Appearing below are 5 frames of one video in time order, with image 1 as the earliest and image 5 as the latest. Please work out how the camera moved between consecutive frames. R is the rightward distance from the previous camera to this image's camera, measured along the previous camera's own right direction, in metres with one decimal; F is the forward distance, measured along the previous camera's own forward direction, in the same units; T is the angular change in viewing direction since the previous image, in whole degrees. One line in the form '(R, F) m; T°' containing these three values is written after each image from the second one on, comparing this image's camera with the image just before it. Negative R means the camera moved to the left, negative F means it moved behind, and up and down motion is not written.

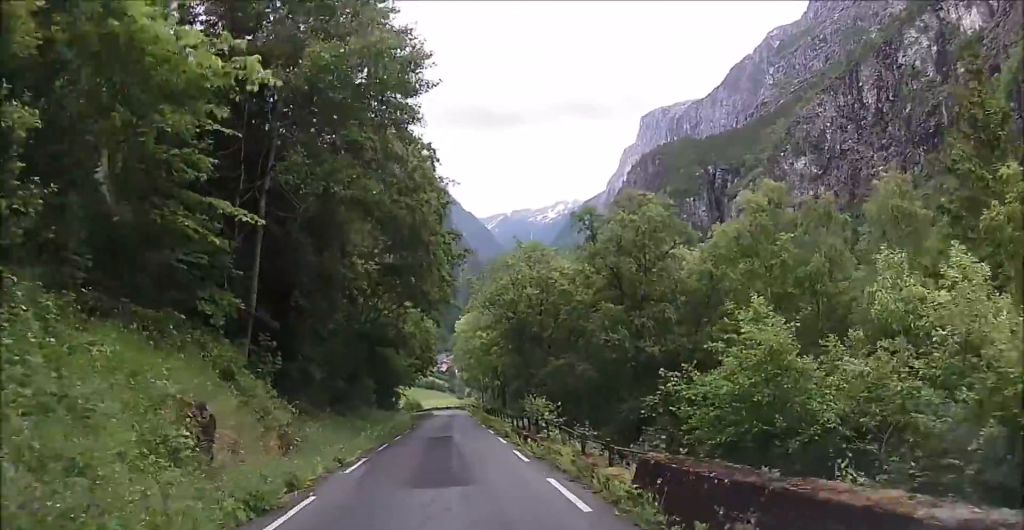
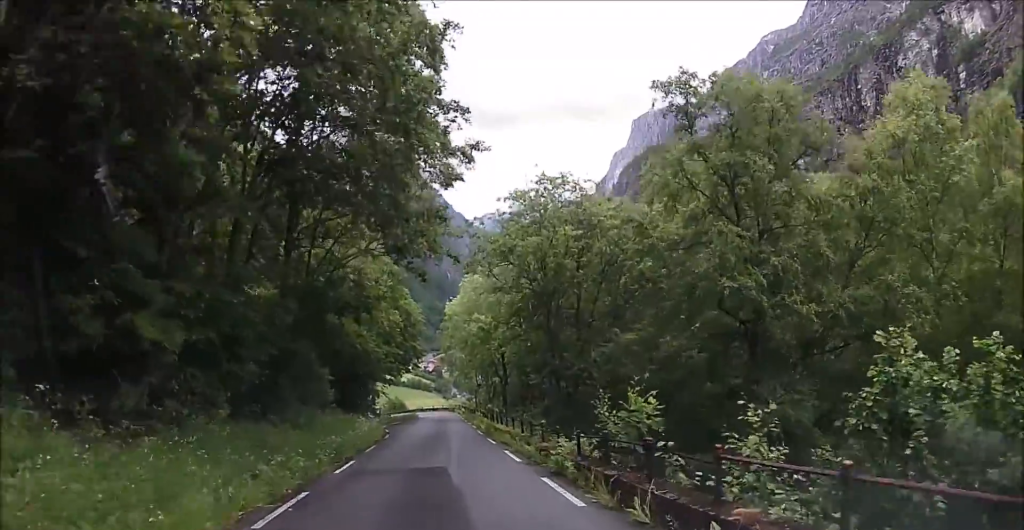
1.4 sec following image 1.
(+0.2, +11.8) m; +5°
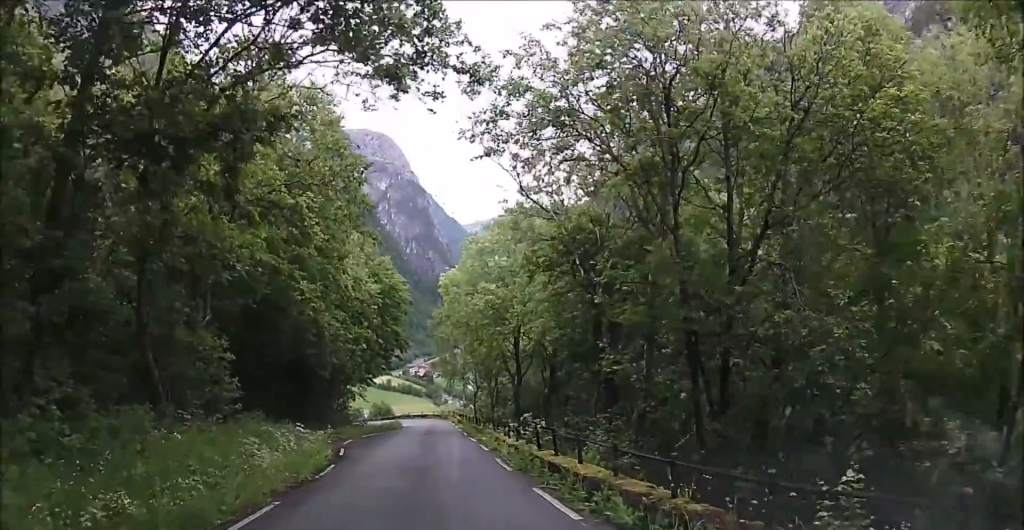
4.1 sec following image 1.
(0.0, +13.6) m; +2°
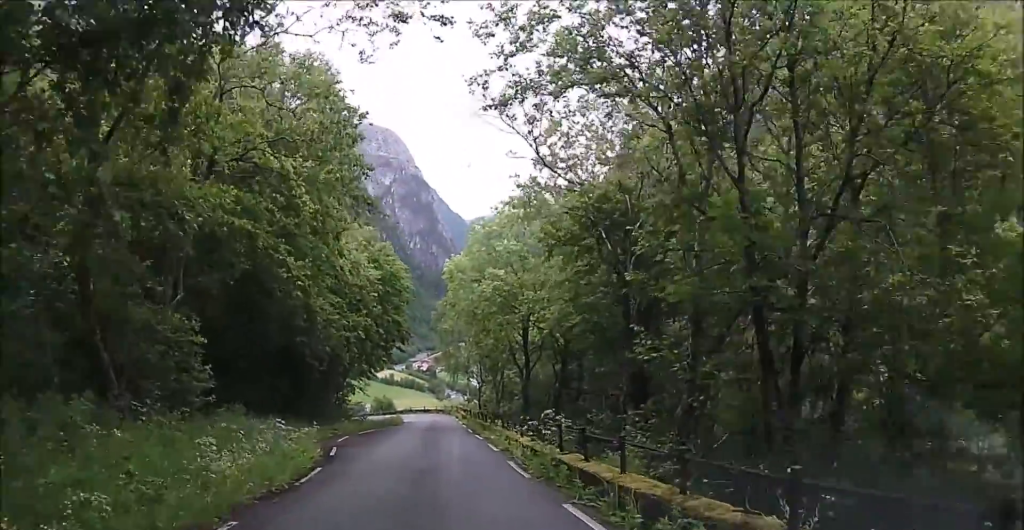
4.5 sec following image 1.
(+0.2, +1.6) m; +1°
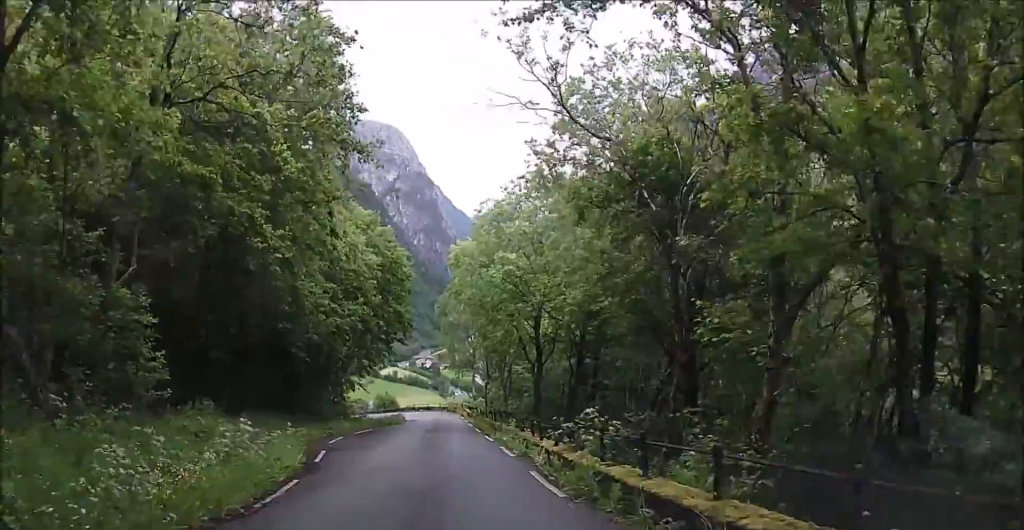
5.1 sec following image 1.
(-0.2, +2.1) m; -1°
